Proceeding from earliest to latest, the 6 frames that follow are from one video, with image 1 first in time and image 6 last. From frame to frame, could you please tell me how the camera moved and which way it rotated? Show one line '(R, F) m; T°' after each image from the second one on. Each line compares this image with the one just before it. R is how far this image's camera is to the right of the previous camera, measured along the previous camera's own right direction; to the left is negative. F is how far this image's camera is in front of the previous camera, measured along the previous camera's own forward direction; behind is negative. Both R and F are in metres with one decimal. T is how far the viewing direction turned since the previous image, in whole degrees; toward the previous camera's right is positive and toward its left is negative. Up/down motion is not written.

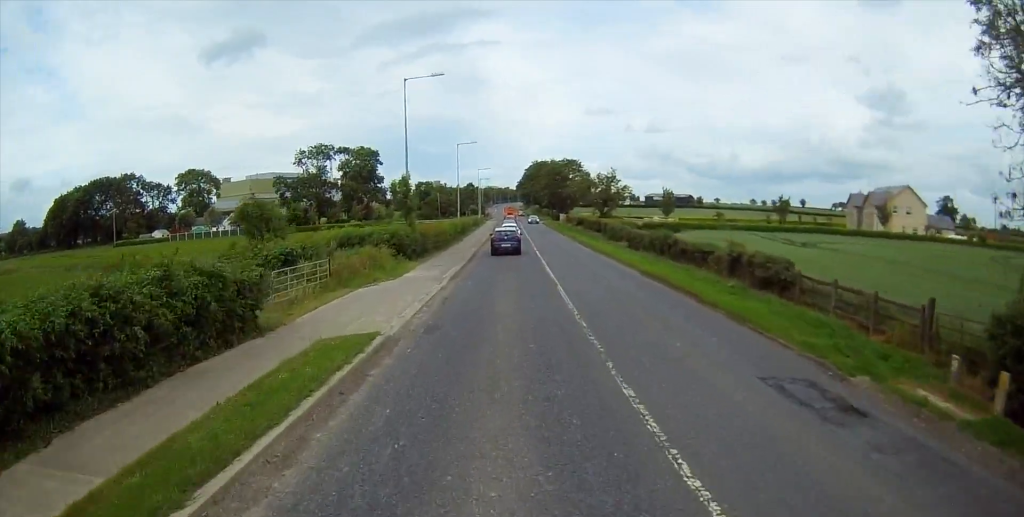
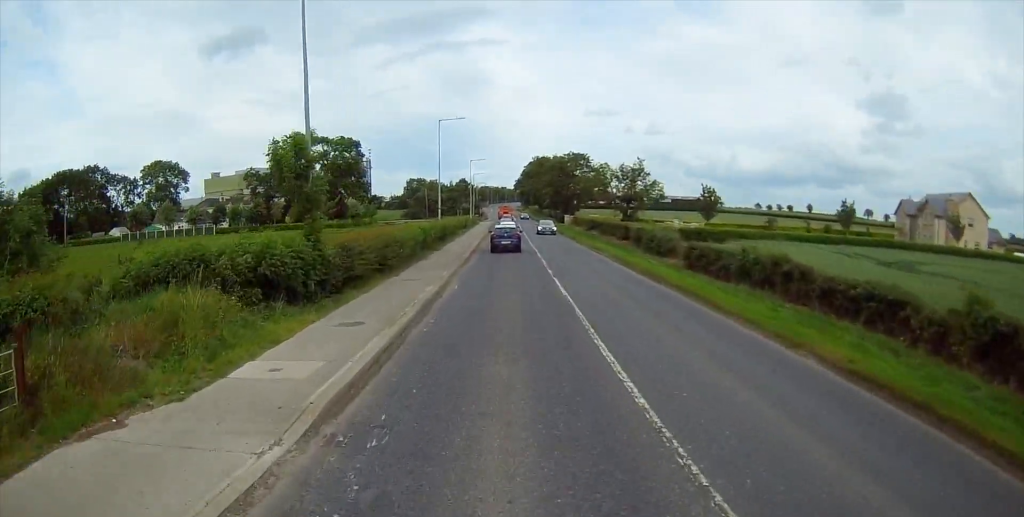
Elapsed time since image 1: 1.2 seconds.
(+0.7, +17.4) m; +2°
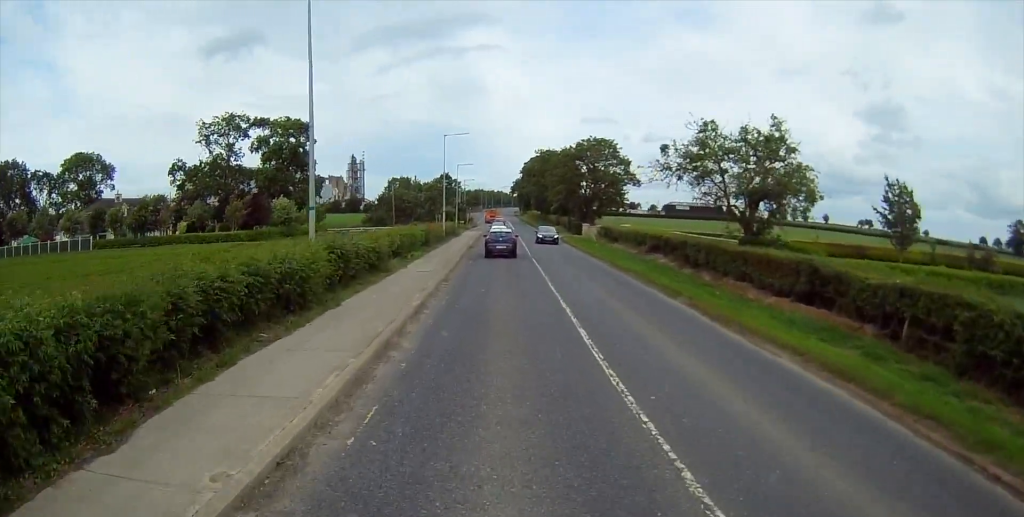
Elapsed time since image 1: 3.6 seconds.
(-0.4, +33.6) m; -1°
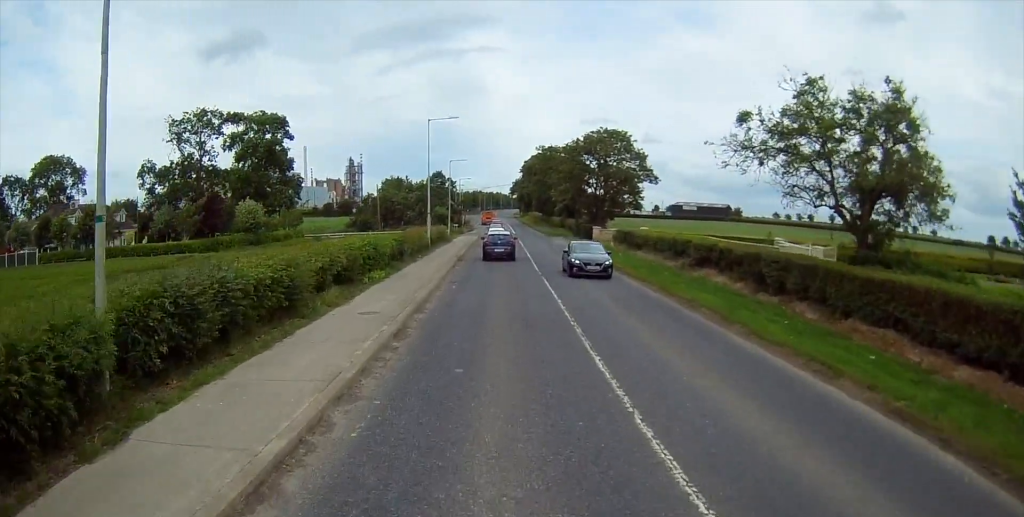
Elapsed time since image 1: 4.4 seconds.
(0.0, +10.8) m; -1°
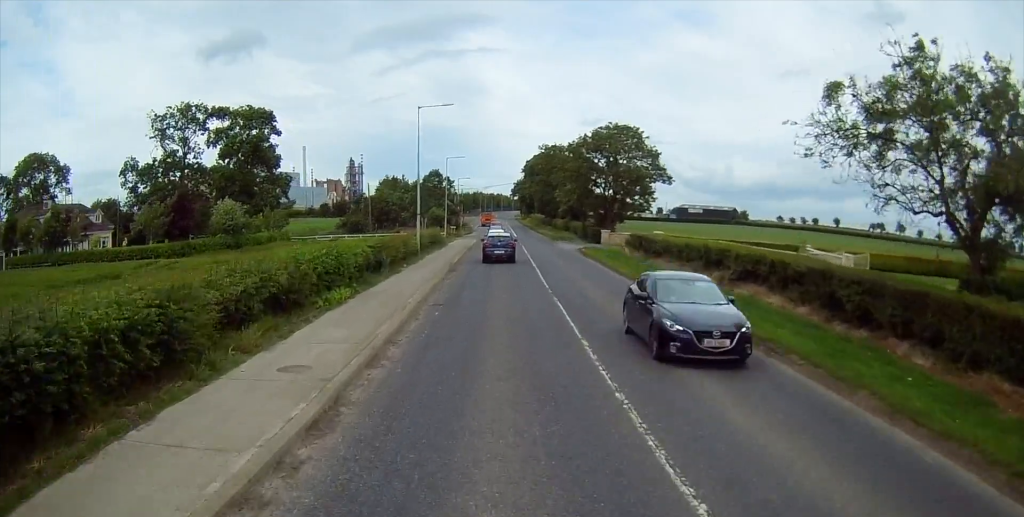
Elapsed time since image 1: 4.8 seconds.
(0.0, +6.1) m; 0°
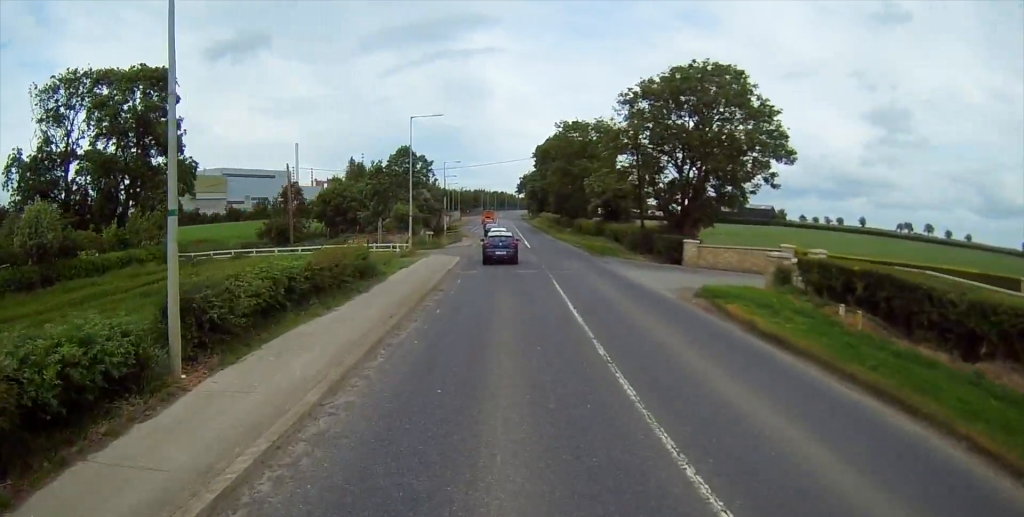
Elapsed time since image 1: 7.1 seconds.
(+0.4, +30.7) m; +1°
